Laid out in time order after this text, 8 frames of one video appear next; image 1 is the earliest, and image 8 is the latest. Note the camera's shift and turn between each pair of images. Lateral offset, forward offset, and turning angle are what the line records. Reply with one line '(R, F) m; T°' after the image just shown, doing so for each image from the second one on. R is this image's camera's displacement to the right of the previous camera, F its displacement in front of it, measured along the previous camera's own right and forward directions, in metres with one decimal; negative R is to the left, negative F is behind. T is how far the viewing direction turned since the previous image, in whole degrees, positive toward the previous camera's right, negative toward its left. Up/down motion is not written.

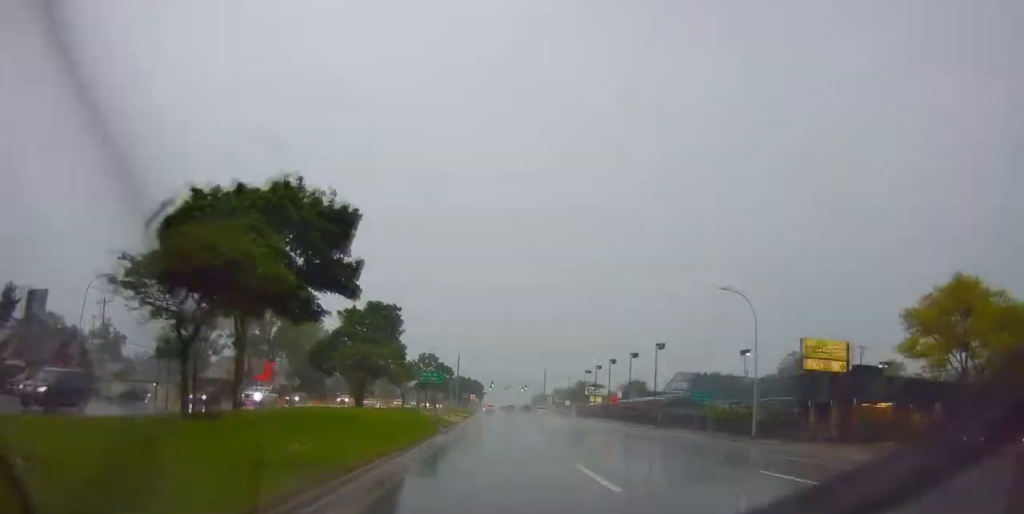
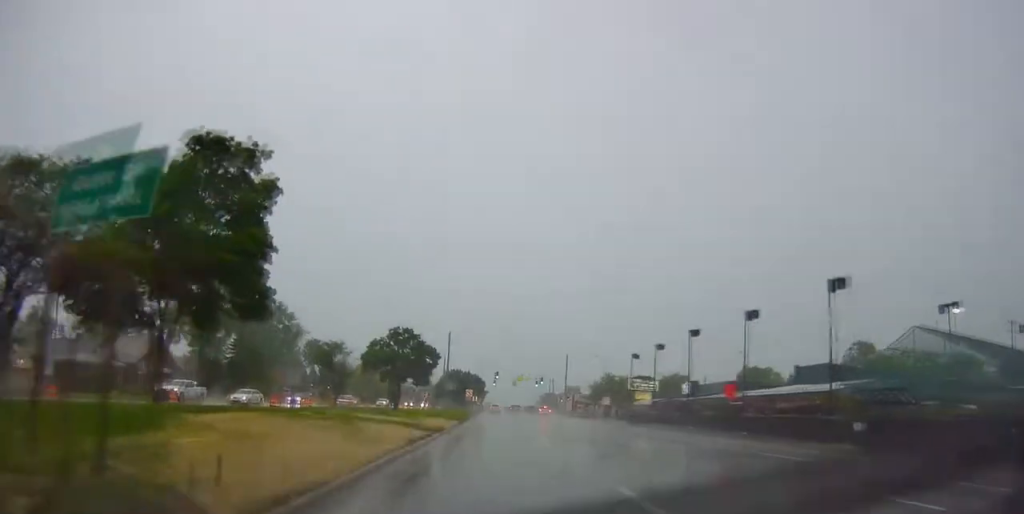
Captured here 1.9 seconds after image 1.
(-1.0, +34.7) m; -2°
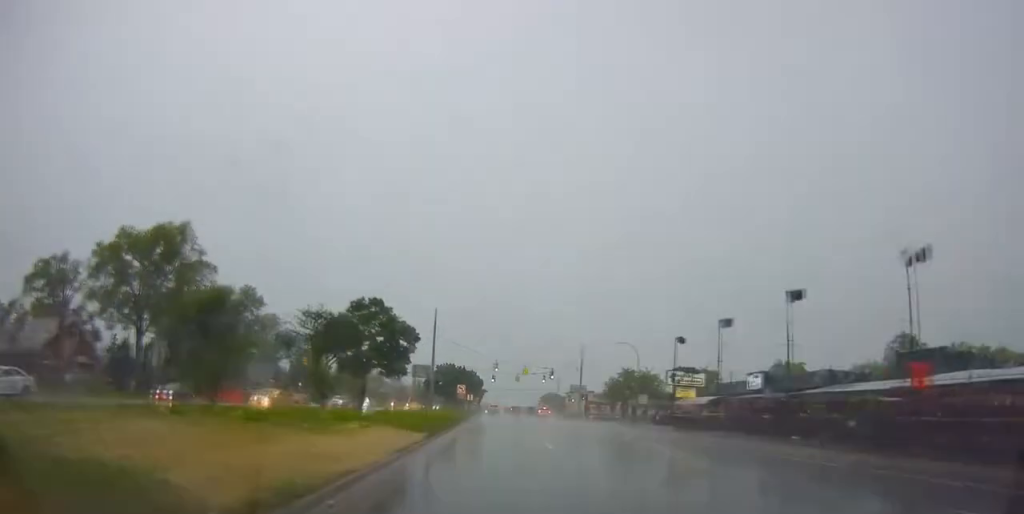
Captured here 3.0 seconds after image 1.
(0.0, +19.5) m; 0°
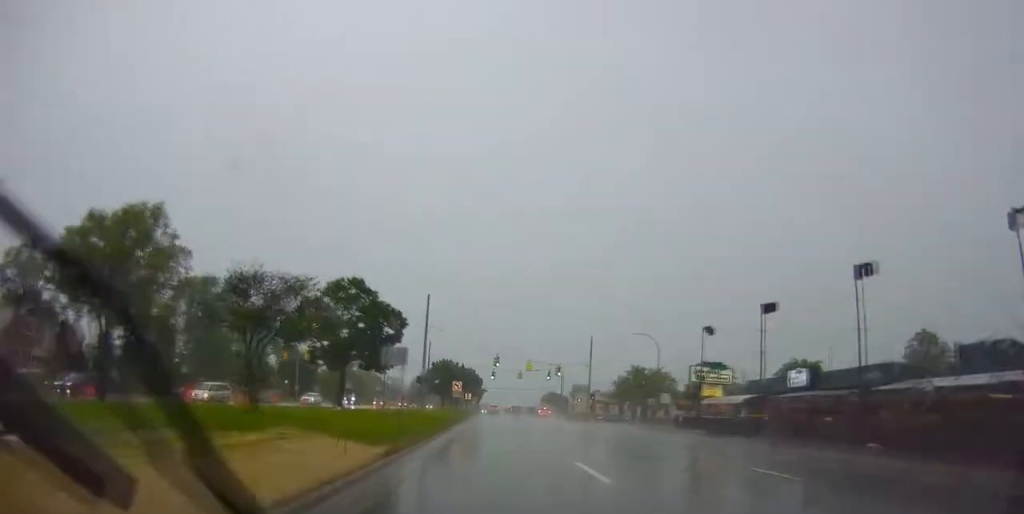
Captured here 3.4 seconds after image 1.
(0.0, +7.9) m; 0°
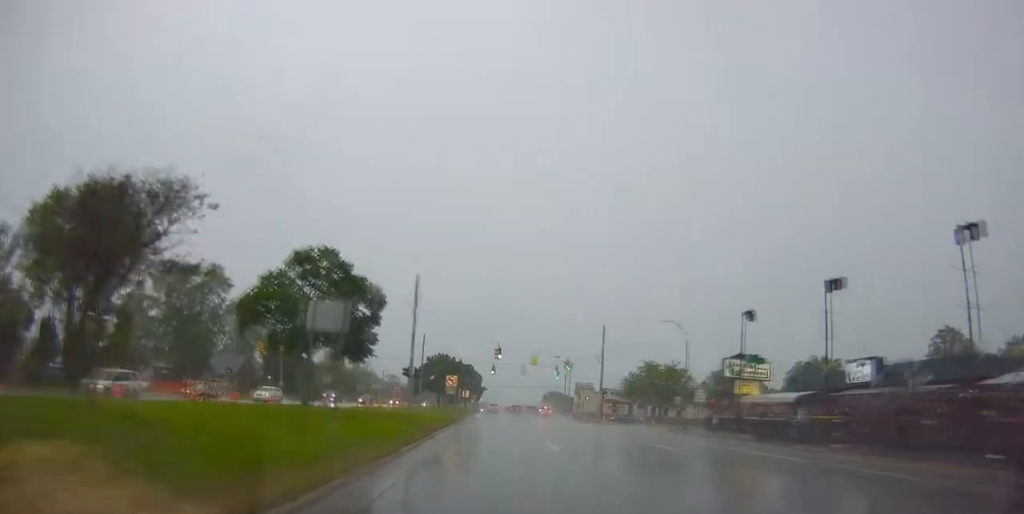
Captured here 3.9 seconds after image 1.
(-0.1, +8.5) m; +1°
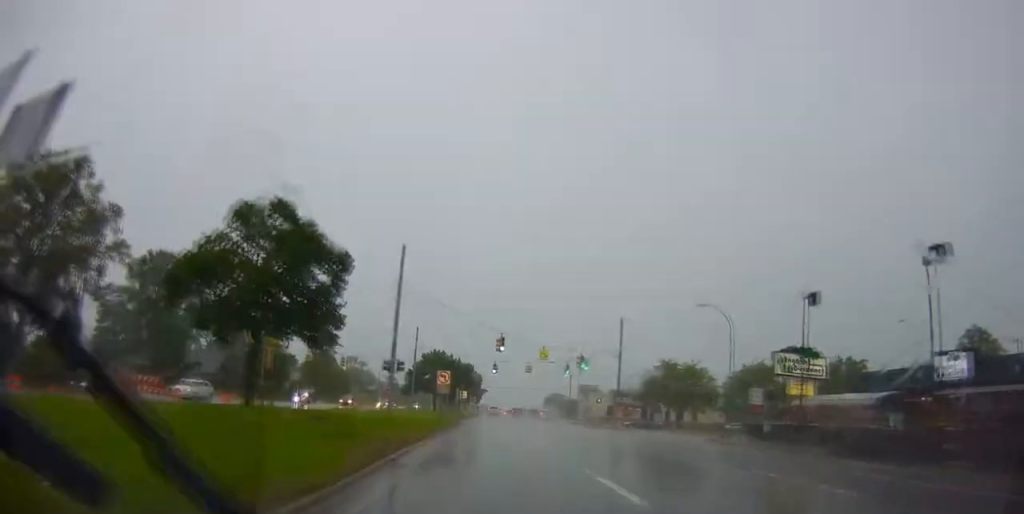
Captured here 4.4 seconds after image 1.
(-0.1, +9.1) m; +1°
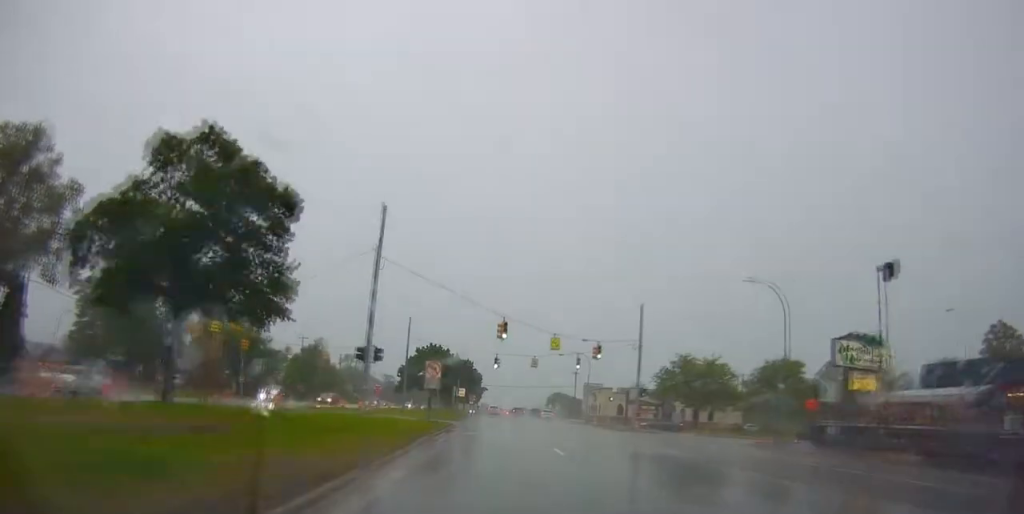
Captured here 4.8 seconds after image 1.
(+0.2, +7.9) m; 0°
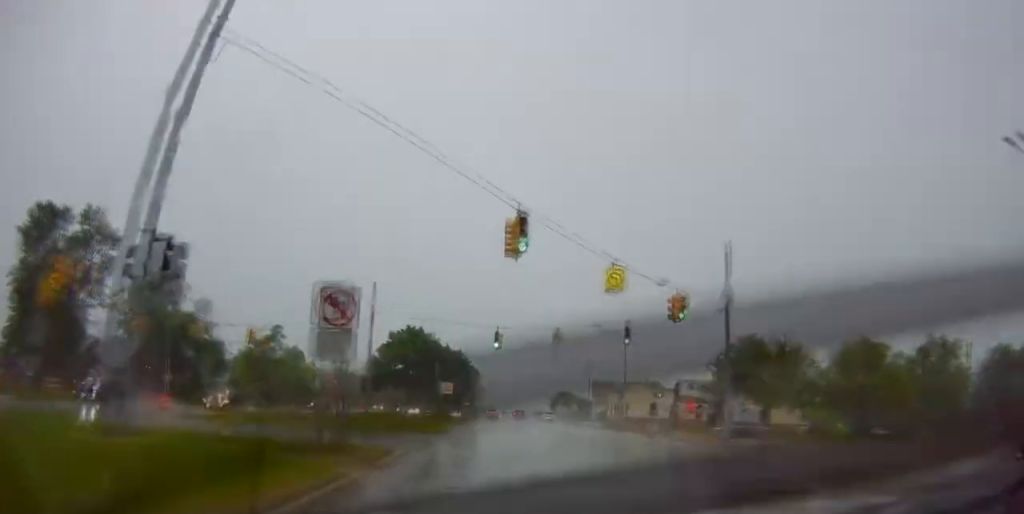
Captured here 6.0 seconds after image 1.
(-0.1, +20.9) m; 0°
